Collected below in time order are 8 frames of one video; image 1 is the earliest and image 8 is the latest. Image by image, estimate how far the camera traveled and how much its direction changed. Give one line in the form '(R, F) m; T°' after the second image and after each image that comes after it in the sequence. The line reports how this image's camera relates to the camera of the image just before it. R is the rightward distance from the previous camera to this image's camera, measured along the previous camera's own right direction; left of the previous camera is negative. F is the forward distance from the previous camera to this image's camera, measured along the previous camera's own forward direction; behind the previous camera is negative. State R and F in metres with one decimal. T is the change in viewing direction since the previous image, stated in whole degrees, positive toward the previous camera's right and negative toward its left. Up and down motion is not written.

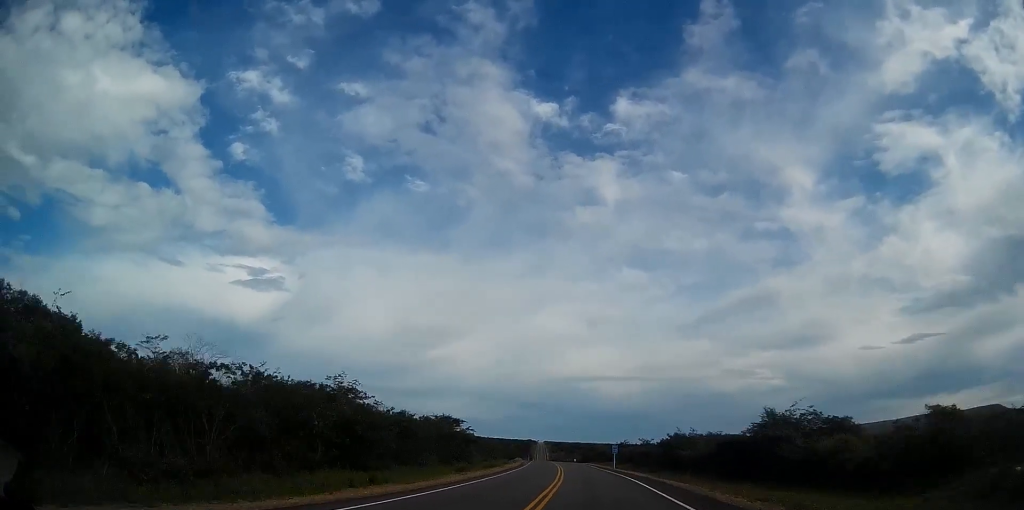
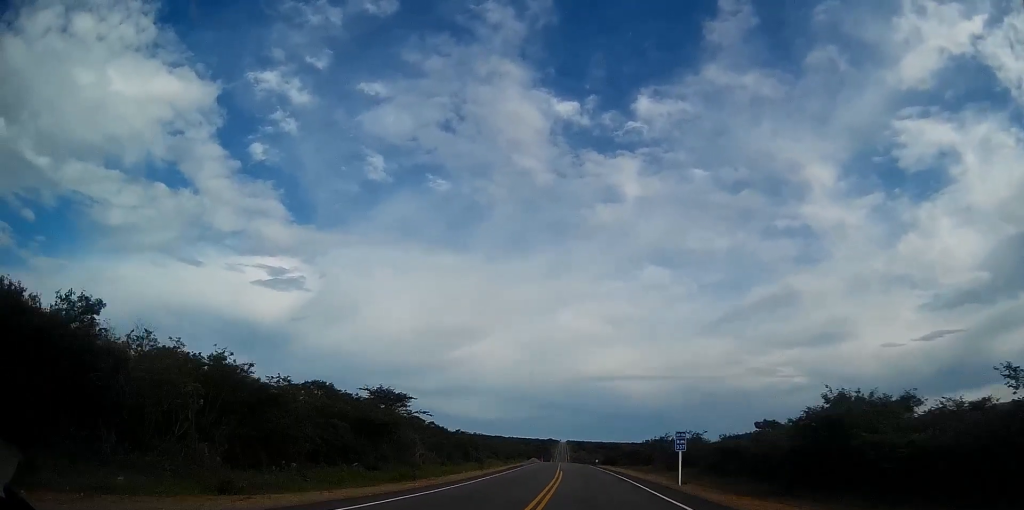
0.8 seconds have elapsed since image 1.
(-0.7, +34.0) m; -3°
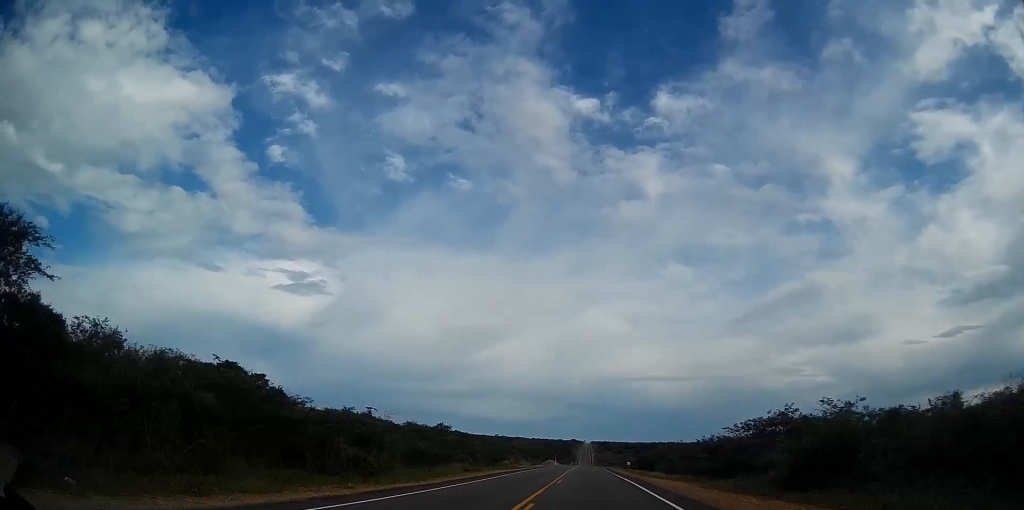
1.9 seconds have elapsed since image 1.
(-1.3, +42.5) m; -3°
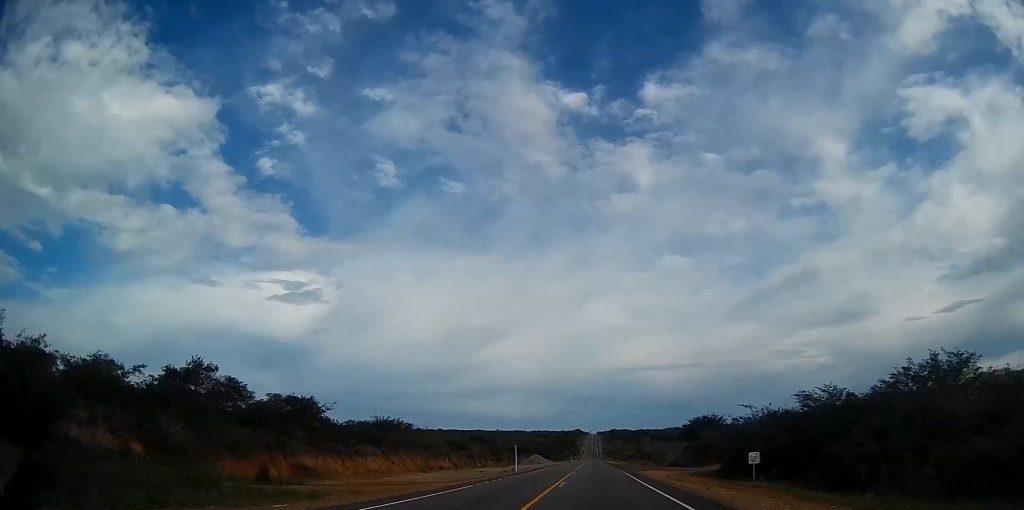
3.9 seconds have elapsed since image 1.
(-2.4, +82.3) m; -2°
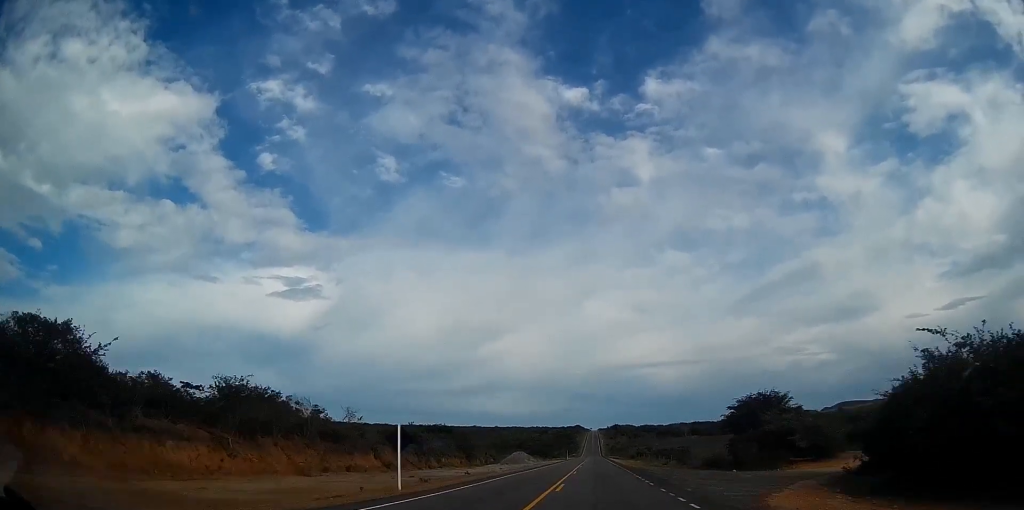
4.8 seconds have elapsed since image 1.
(-0.1, +36.6) m; 0°
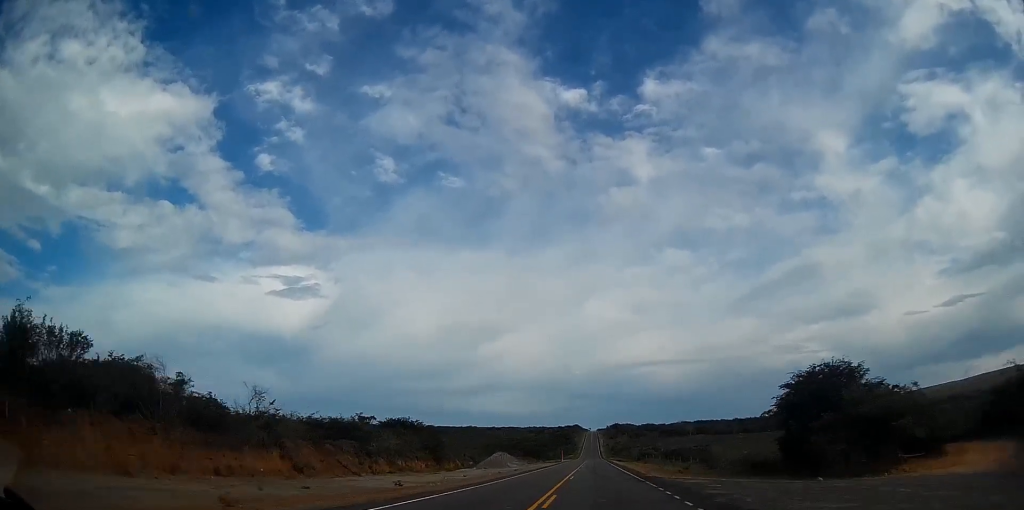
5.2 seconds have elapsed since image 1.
(0.0, +20.1) m; 0°
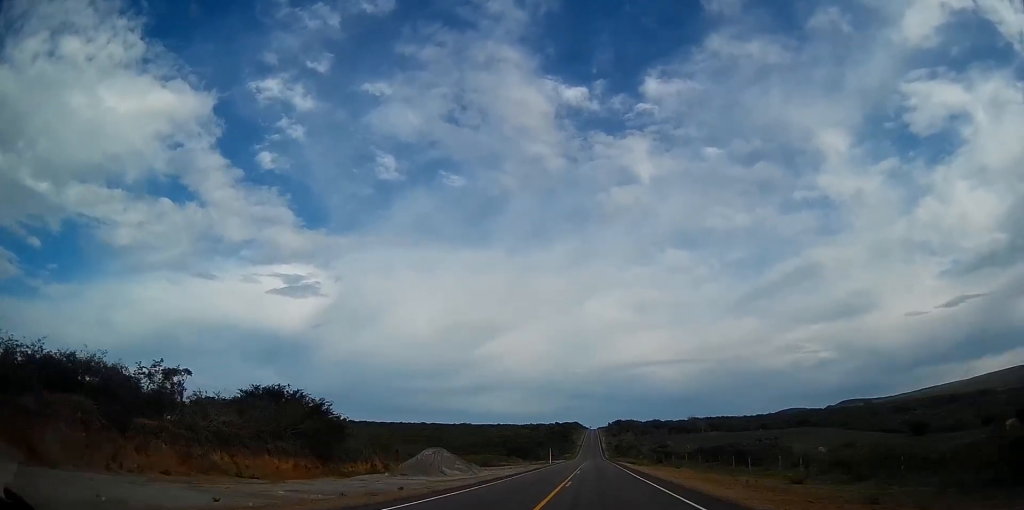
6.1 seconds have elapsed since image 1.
(+0.1, +37.0) m; 0°
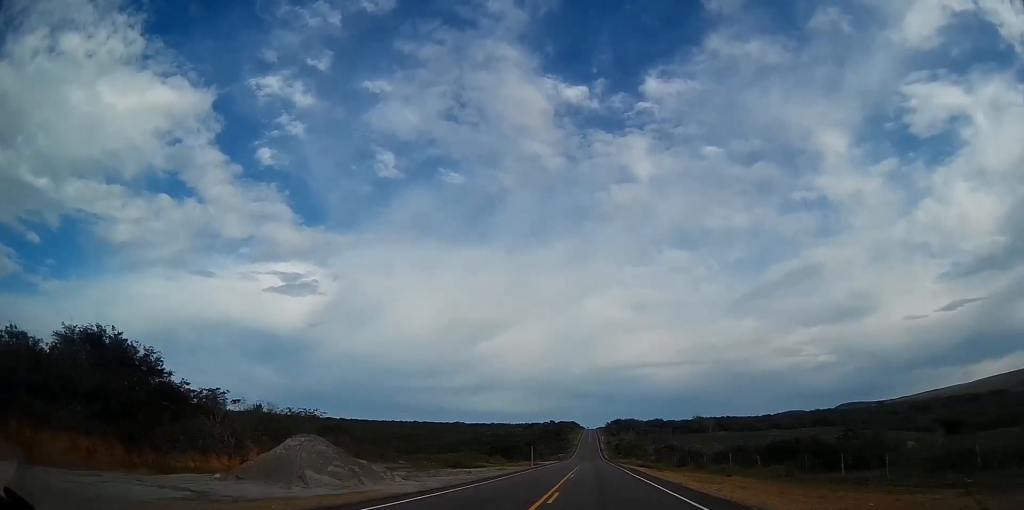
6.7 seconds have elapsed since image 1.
(0.0, +23.6) m; 0°
